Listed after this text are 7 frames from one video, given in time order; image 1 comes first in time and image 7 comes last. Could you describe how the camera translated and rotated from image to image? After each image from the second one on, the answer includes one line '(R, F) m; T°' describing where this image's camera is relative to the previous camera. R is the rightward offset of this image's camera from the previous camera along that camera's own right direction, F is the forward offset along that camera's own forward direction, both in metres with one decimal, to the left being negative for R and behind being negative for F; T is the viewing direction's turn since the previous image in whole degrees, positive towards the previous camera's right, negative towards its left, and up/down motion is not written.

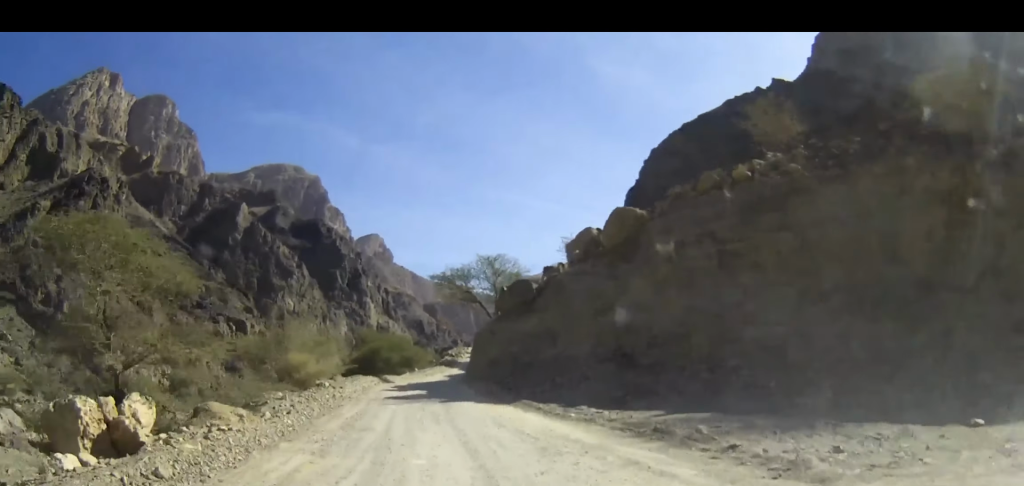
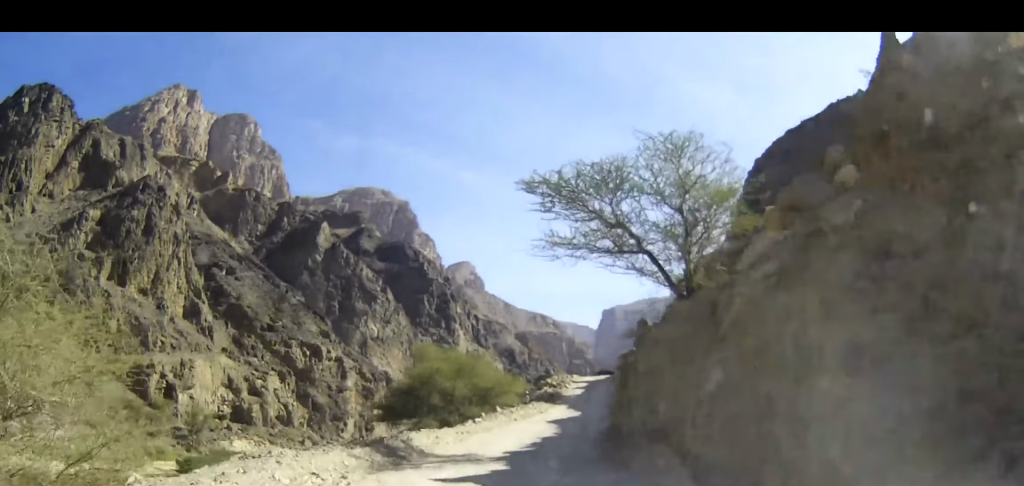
(-2.2, +25.8) m; -7°
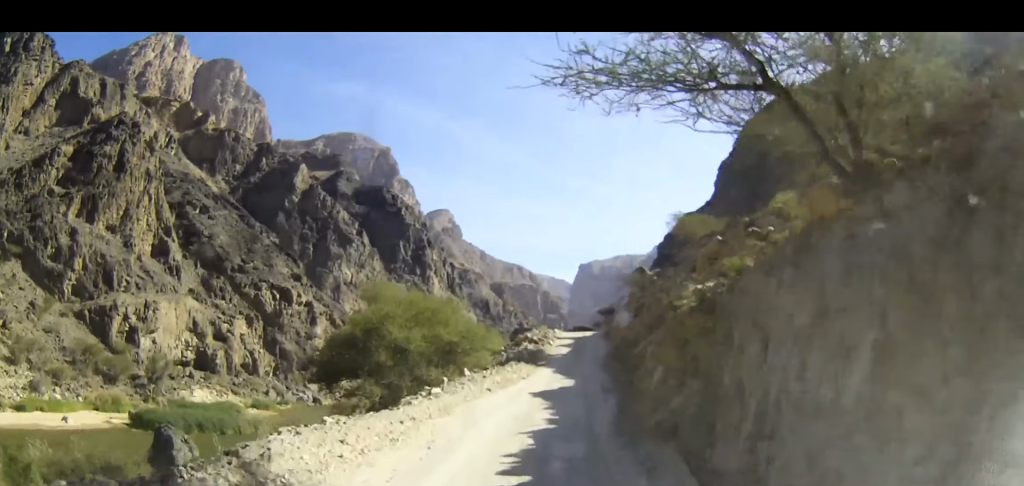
(+0.1, +10.4) m; +2°
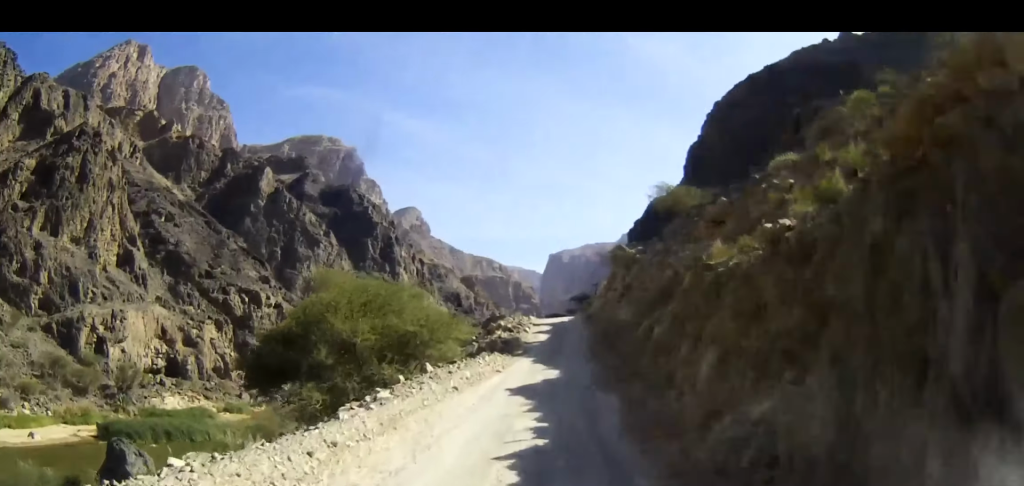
(+0.1, +5.8) m; +2°
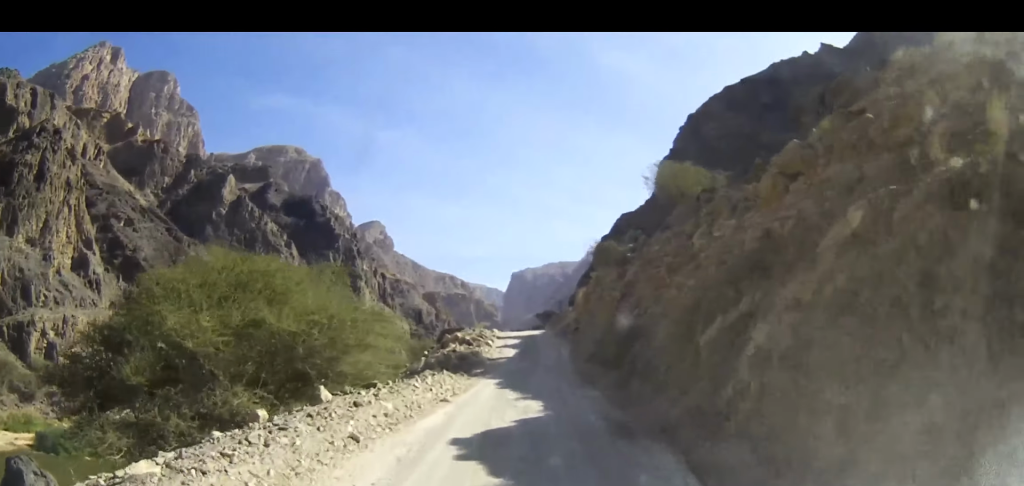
(+0.3, +10.1) m; +3°
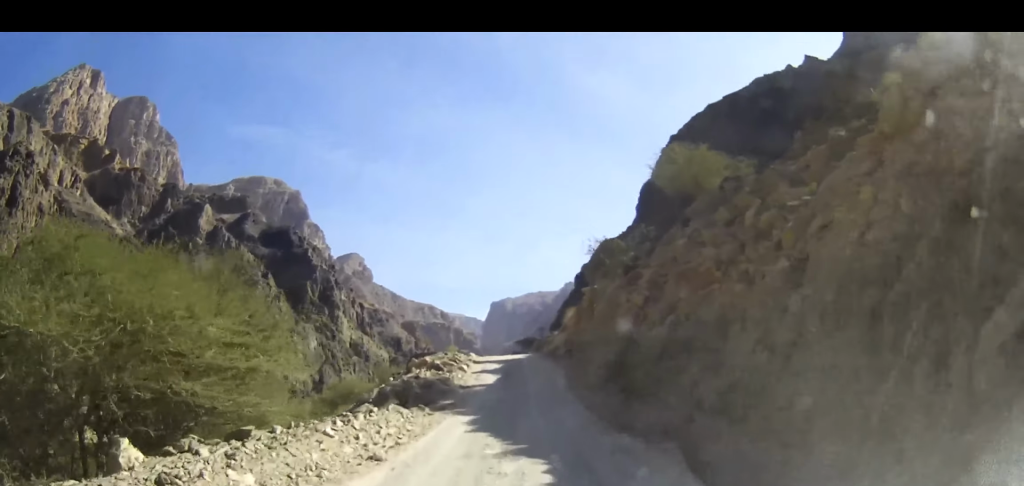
(+0.2, +6.7) m; +2°
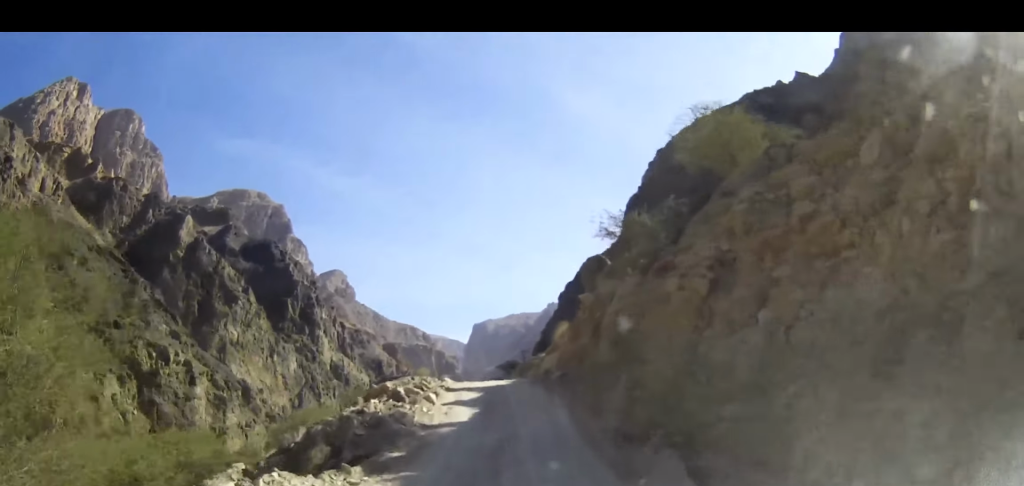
(0.0, +6.4) m; 0°
